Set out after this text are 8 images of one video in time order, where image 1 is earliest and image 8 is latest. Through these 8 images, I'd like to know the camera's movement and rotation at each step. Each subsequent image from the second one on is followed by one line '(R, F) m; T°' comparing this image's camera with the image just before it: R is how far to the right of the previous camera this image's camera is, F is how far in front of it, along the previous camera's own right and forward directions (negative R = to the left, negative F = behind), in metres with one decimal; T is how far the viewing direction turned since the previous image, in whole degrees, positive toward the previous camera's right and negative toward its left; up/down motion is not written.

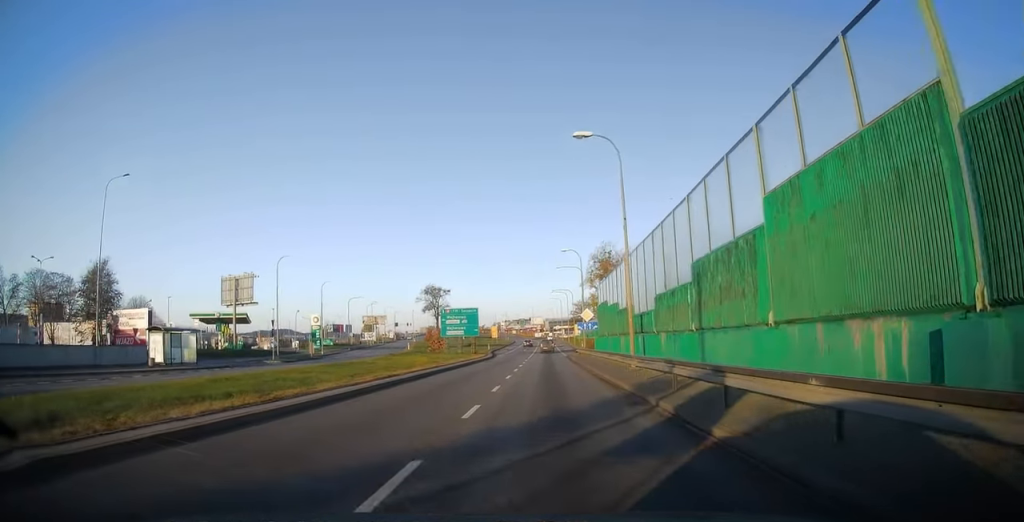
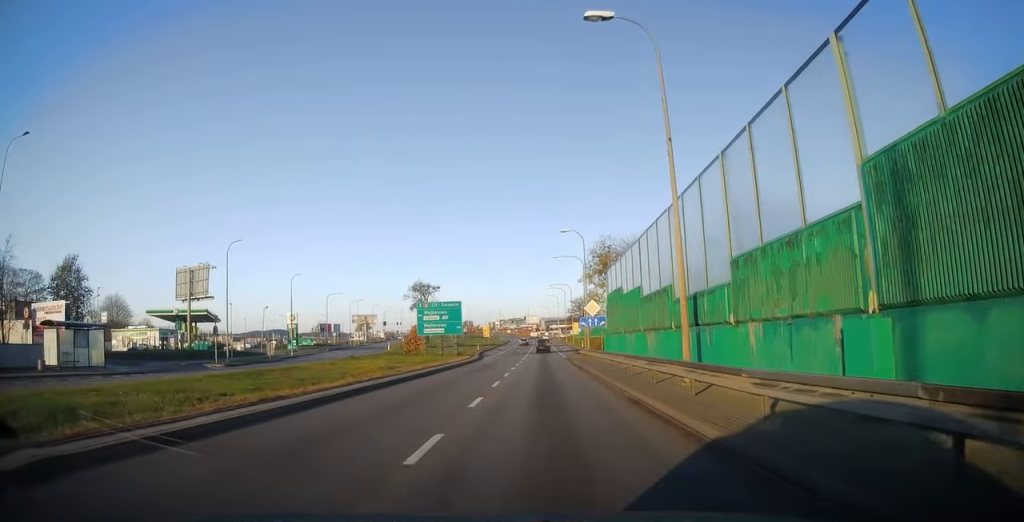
(0.0, +10.1) m; 0°
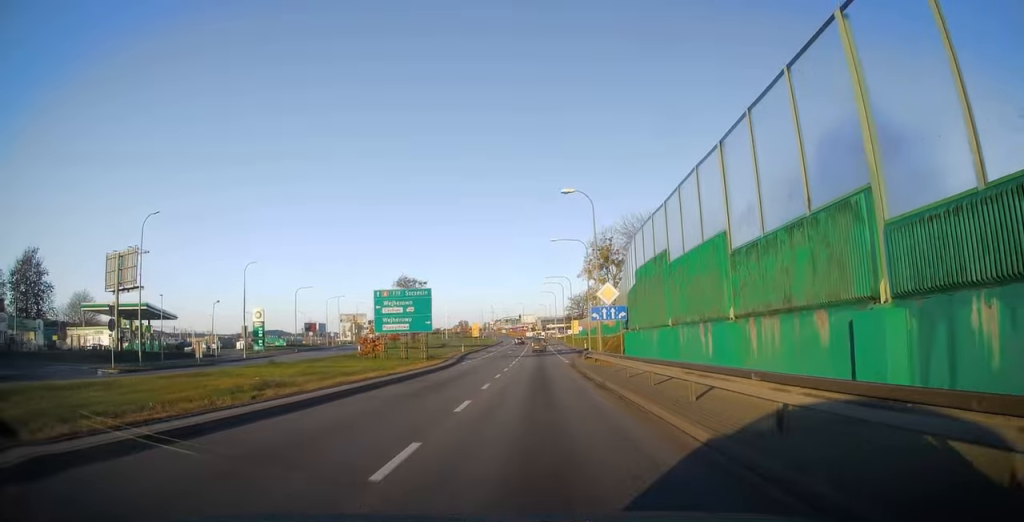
(0.0, +12.9) m; 0°
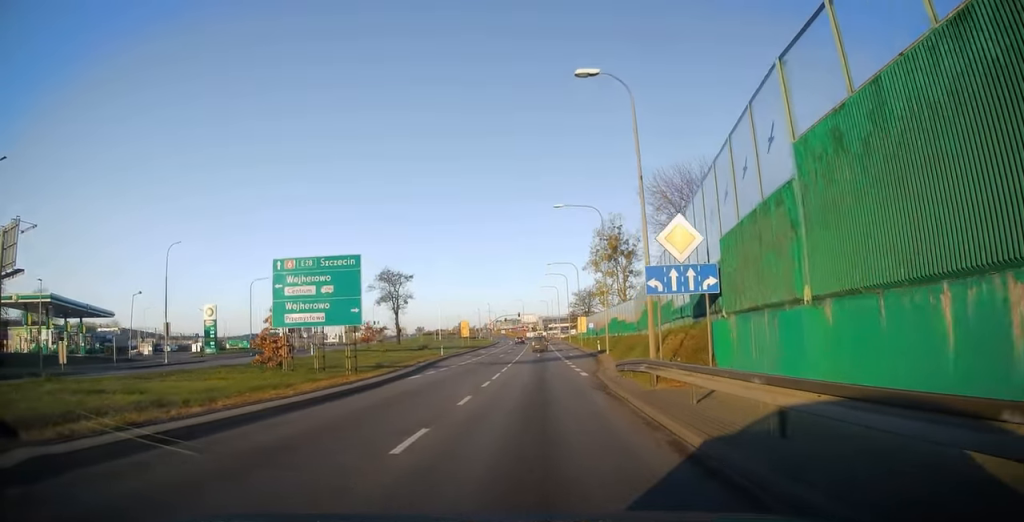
(0.0, +16.6) m; 0°
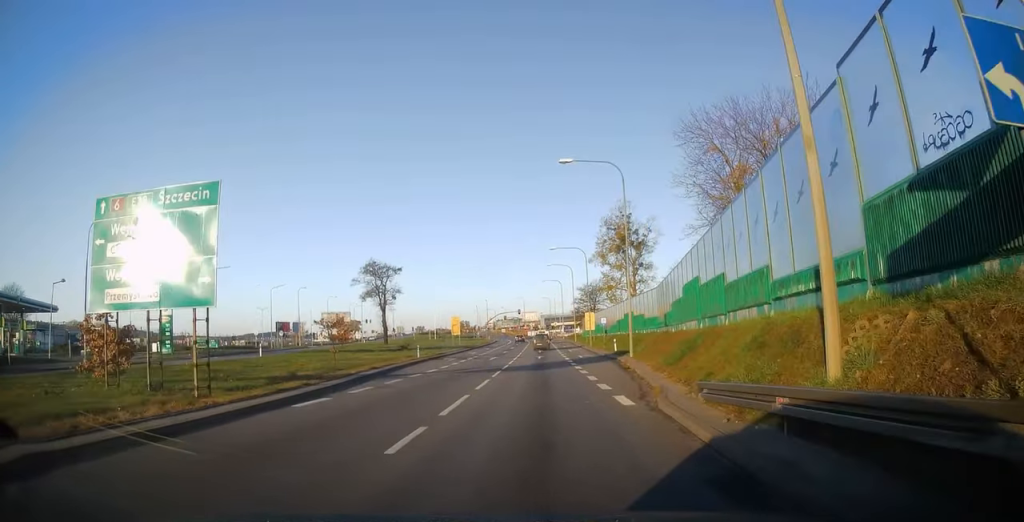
(0.0, +12.1) m; 0°
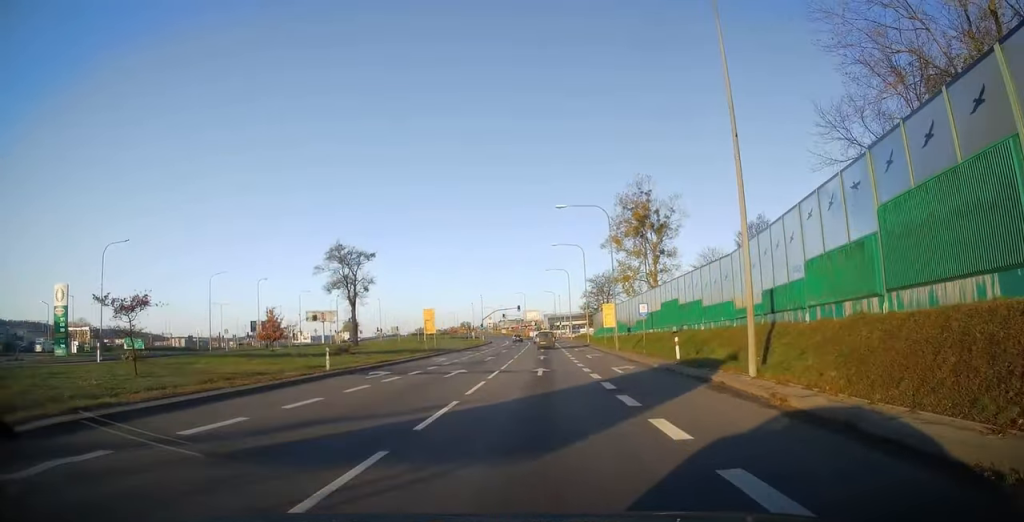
(+0.1, +20.8) m; 0°
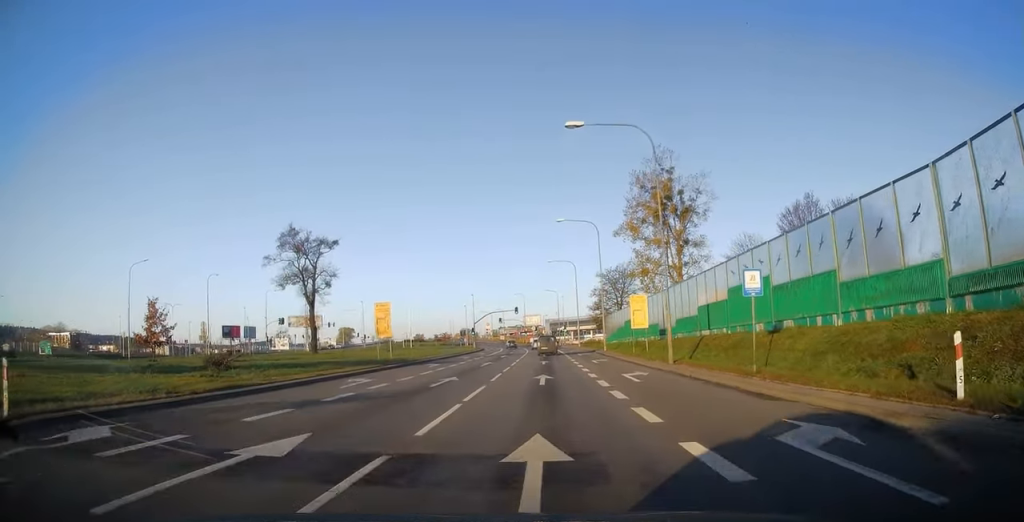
(-0.2, +18.4) m; -1°
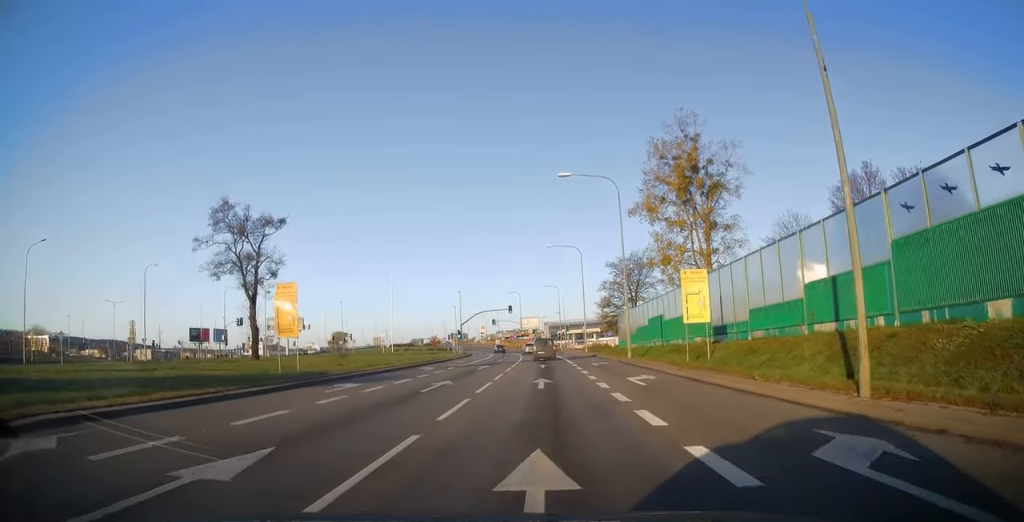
(-0.1, +16.5) m; 0°
